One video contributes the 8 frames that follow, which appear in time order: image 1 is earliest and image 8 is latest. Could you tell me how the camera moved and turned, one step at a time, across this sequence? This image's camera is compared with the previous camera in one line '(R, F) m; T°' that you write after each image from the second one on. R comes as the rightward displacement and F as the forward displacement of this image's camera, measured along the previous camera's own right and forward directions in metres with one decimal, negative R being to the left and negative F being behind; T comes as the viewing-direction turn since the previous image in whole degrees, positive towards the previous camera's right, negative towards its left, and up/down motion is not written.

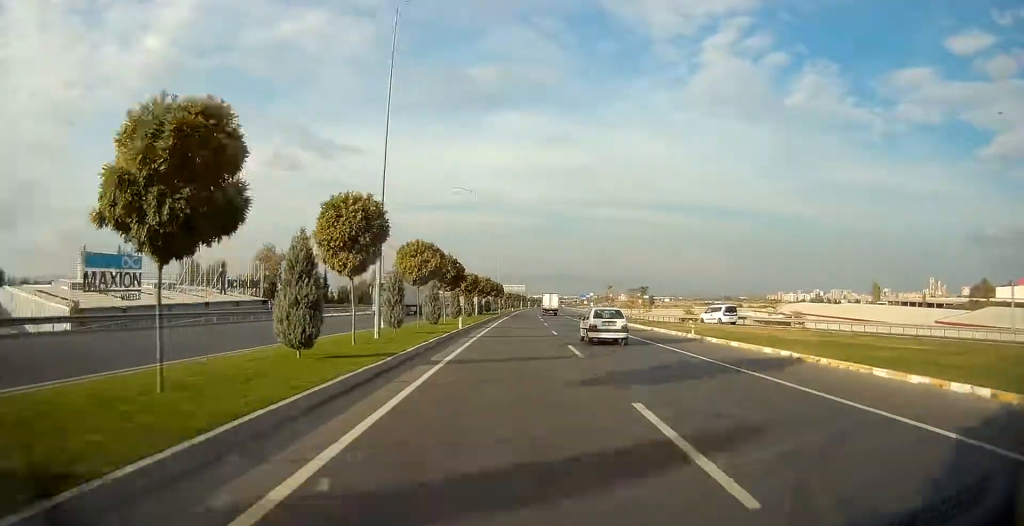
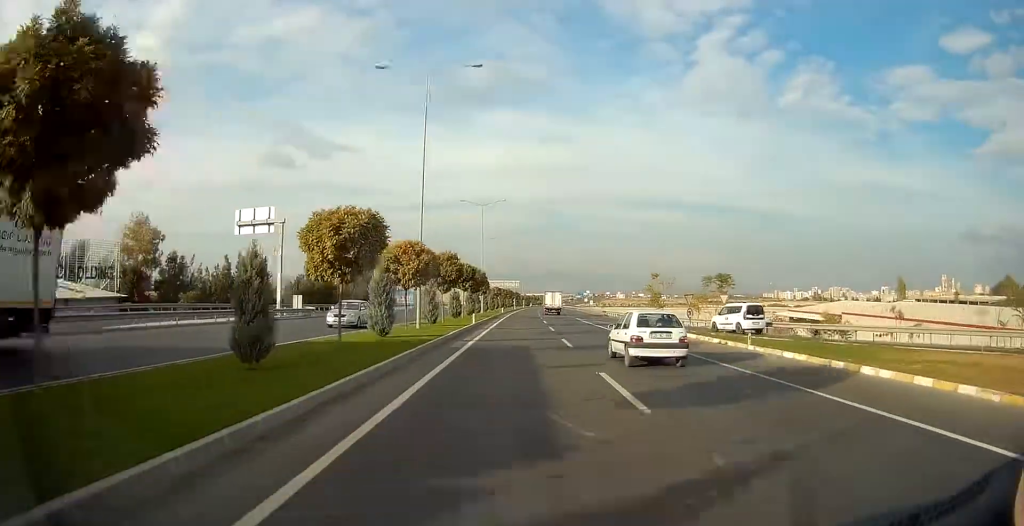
(+0.4, +32.3) m; +1°
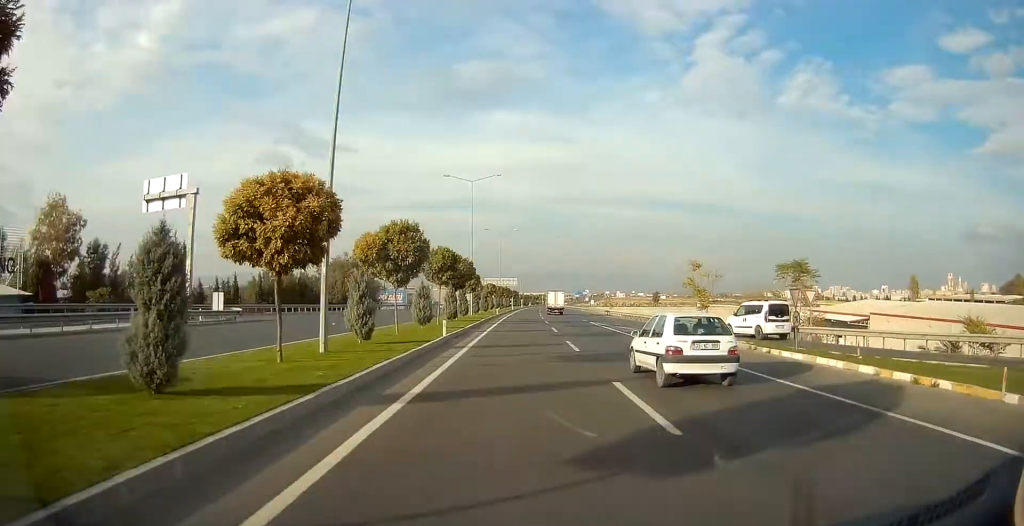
(0.0, +13.4) m; 0°
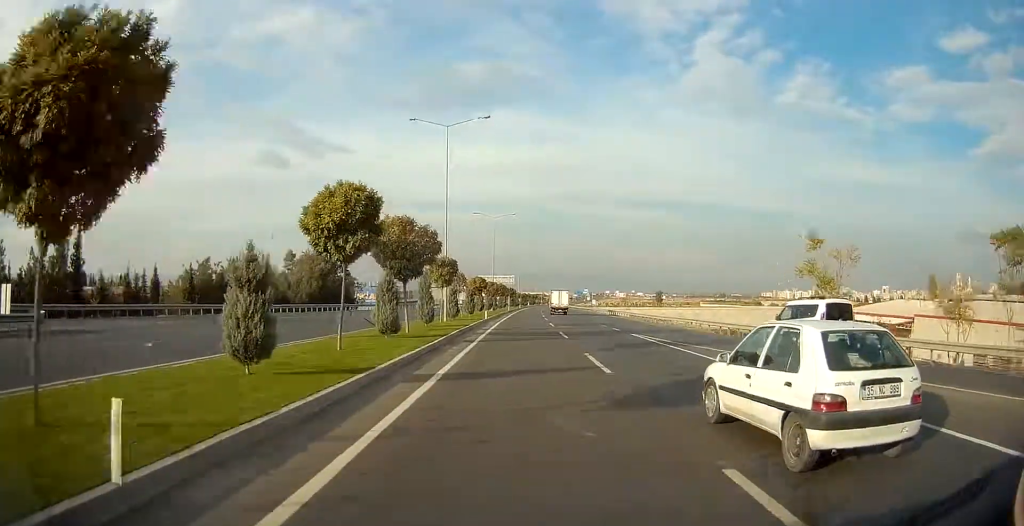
(0.0, +17.1) m; 0°
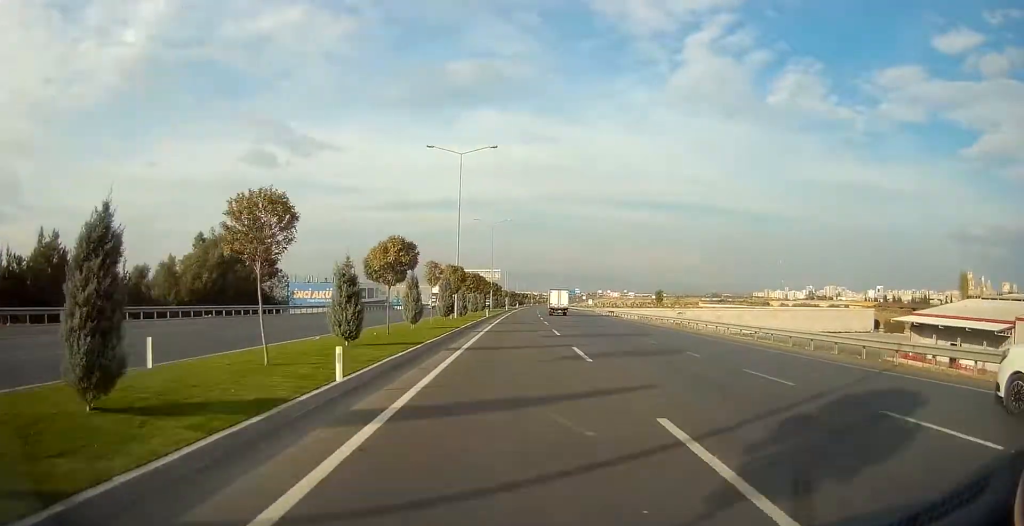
(+0.2, +34.0) m; +1°
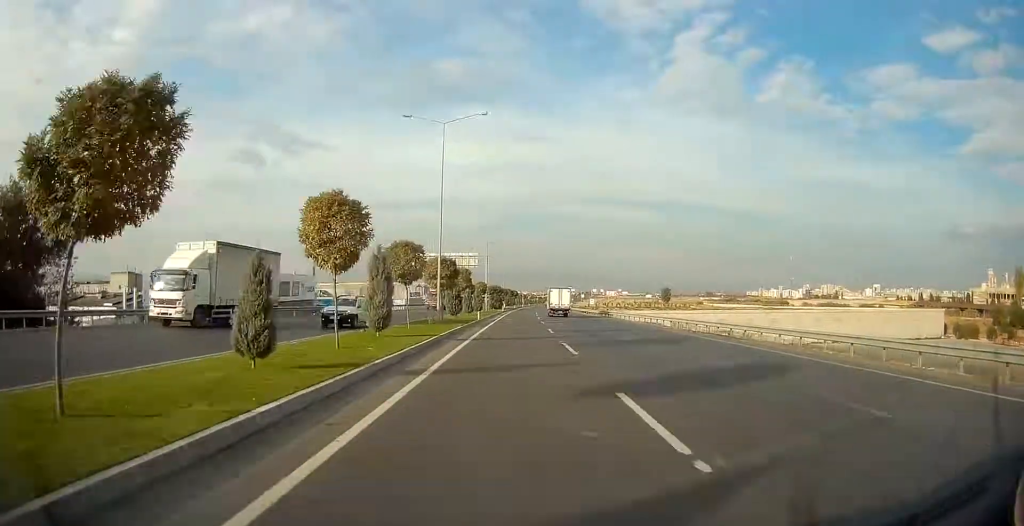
(+0.5, +45.2) m; +1°
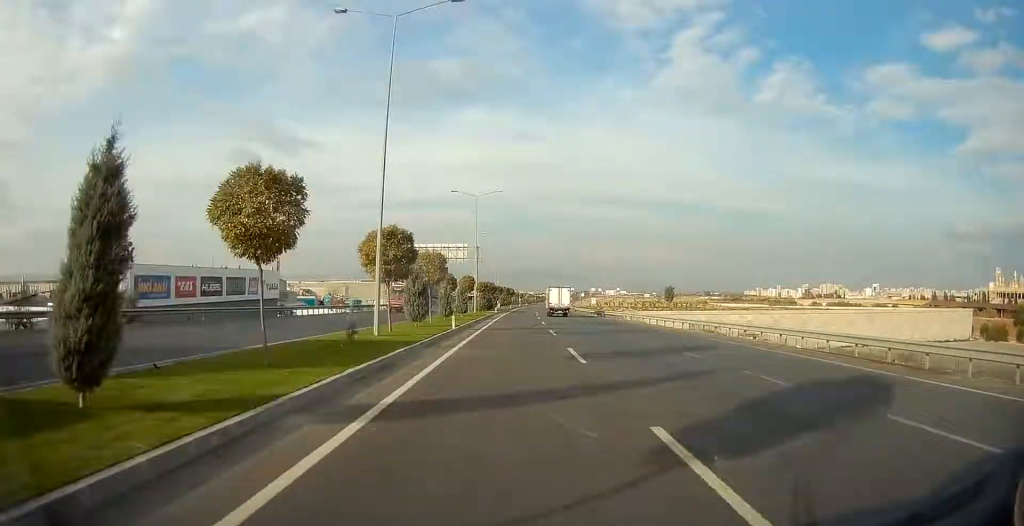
(+0.1, +15.1) m; 0°
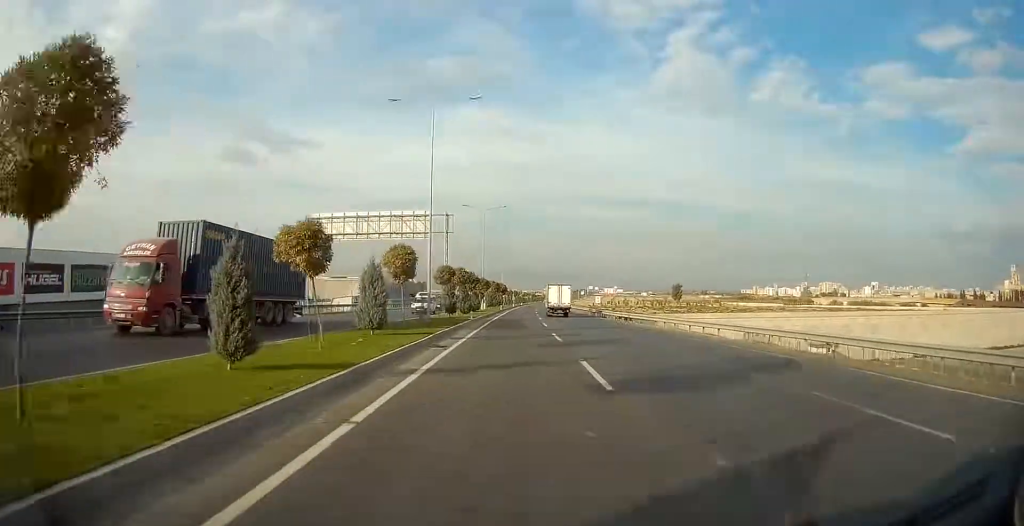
(+0.2, +27.9) m; +1°
